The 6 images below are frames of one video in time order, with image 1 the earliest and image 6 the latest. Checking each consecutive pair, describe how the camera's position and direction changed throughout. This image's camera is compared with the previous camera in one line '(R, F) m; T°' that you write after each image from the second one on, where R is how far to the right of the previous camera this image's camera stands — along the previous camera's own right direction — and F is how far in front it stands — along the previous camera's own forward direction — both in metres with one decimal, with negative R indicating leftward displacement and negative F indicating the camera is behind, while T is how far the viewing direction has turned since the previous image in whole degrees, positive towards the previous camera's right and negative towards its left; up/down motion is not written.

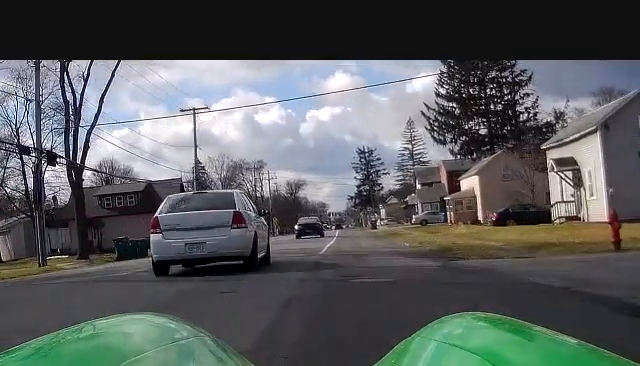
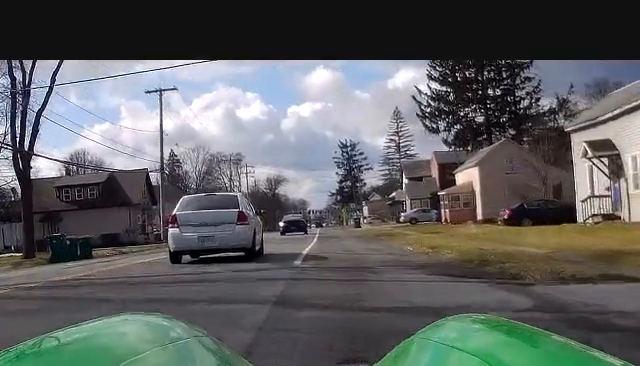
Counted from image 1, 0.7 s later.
(0.0, +7.5) m; 0°
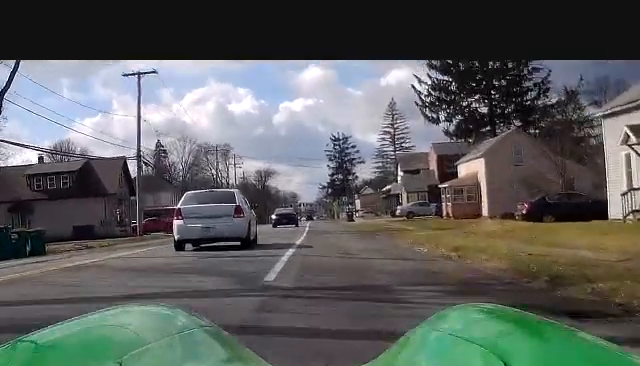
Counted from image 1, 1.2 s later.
(0.0, +5.3) m; 0°
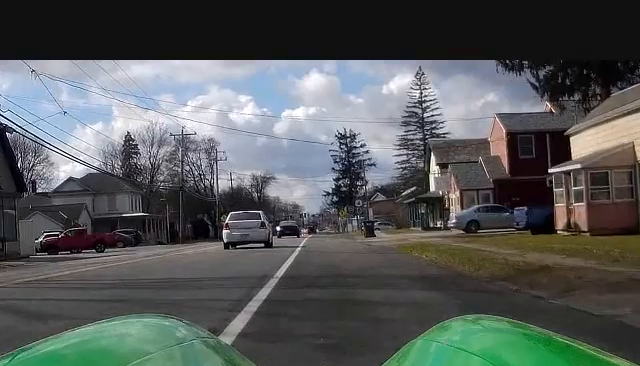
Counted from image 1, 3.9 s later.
(+0.1, +28.2) m; +2°
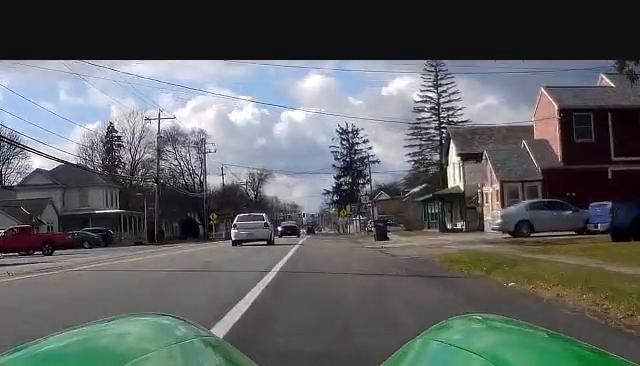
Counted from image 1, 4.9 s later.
(+0.2, +11.2) m; 0°
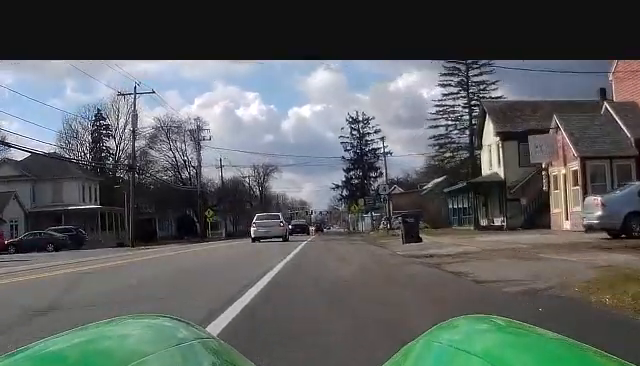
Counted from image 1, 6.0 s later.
(-0.3, +11.1) m; -4°
